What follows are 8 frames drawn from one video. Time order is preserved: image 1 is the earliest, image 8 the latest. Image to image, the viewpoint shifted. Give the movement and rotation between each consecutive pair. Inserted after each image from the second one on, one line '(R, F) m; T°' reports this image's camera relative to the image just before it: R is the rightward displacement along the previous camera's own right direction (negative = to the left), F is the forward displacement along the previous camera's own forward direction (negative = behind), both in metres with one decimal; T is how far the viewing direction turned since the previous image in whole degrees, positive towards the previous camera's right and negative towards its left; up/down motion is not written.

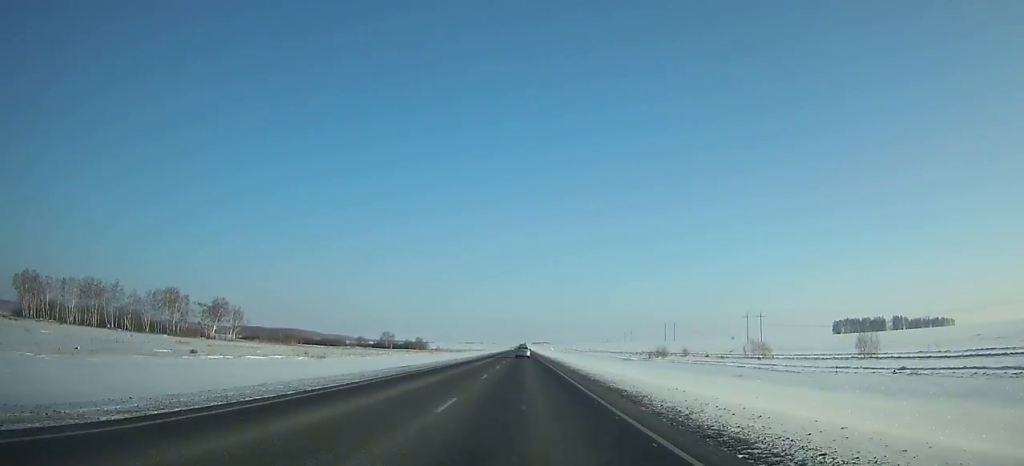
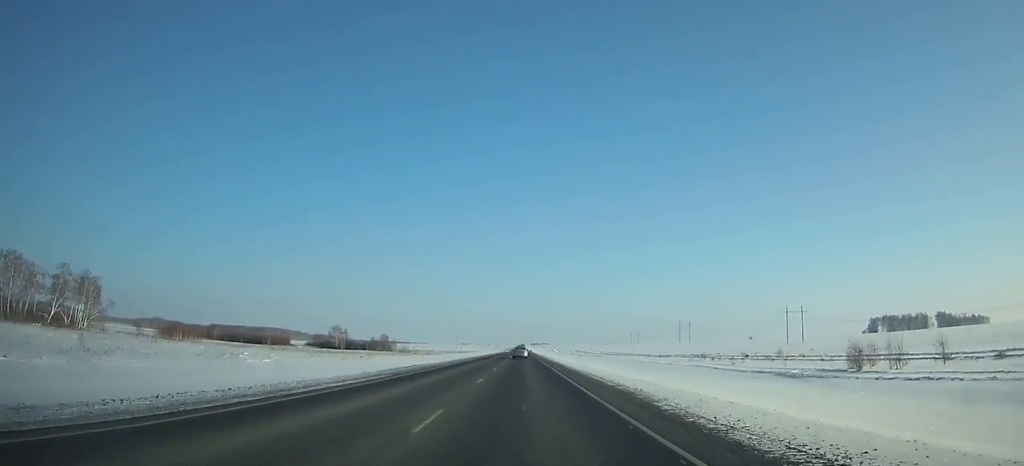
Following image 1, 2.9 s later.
(0.0, +85.3) m; 0°
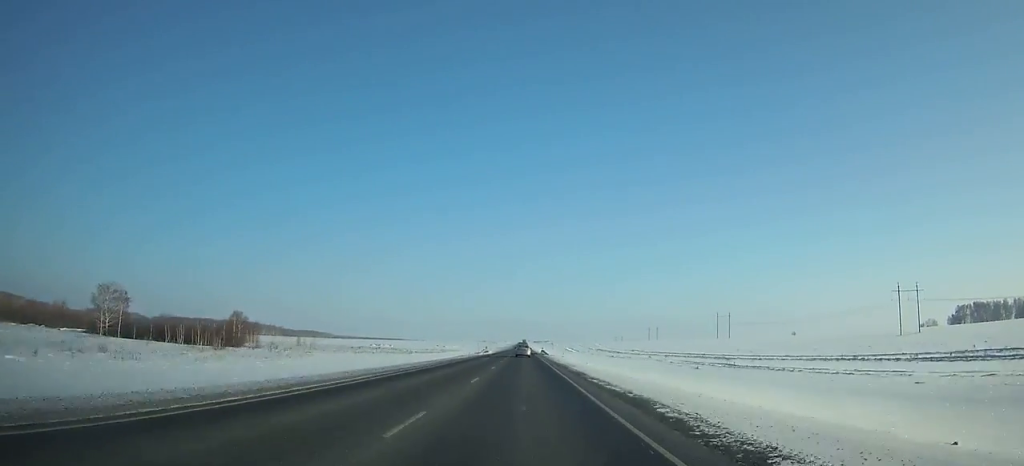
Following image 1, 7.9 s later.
(-0.1, +142.9) m; 0°
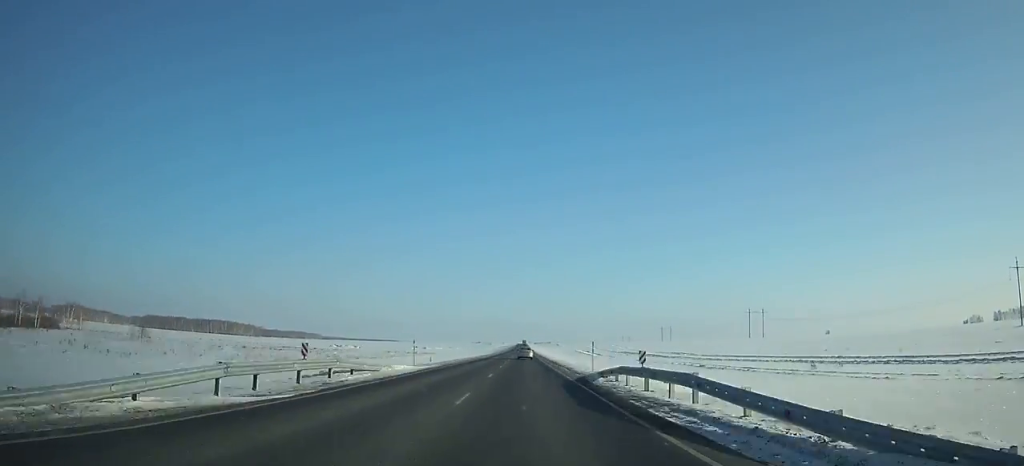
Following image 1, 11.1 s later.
(0.0, +89.3) m; 0°
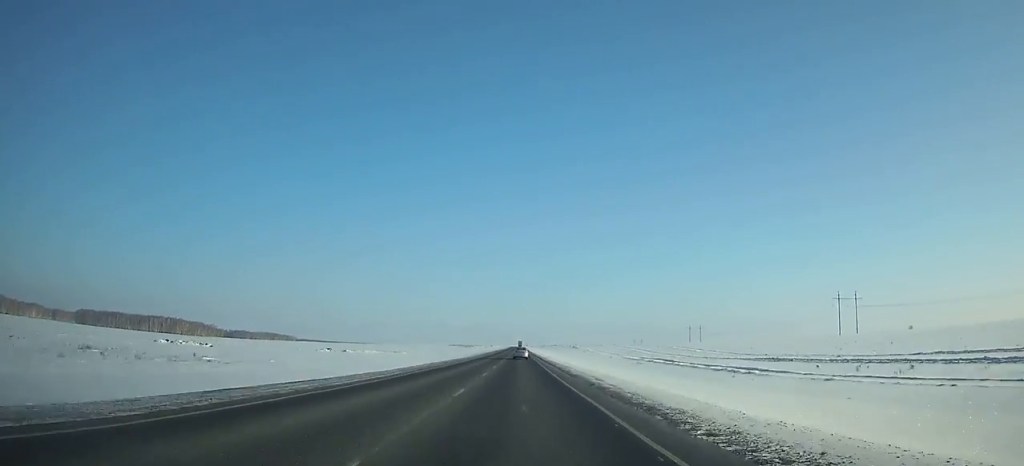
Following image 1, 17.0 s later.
(+0.4, +163.9) m; 0°
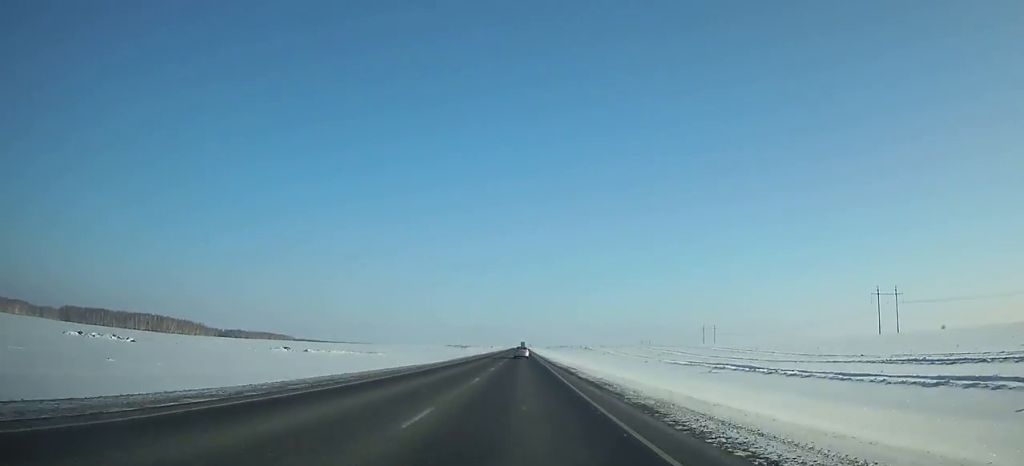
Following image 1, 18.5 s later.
(0.0, +41.9) m; 0°
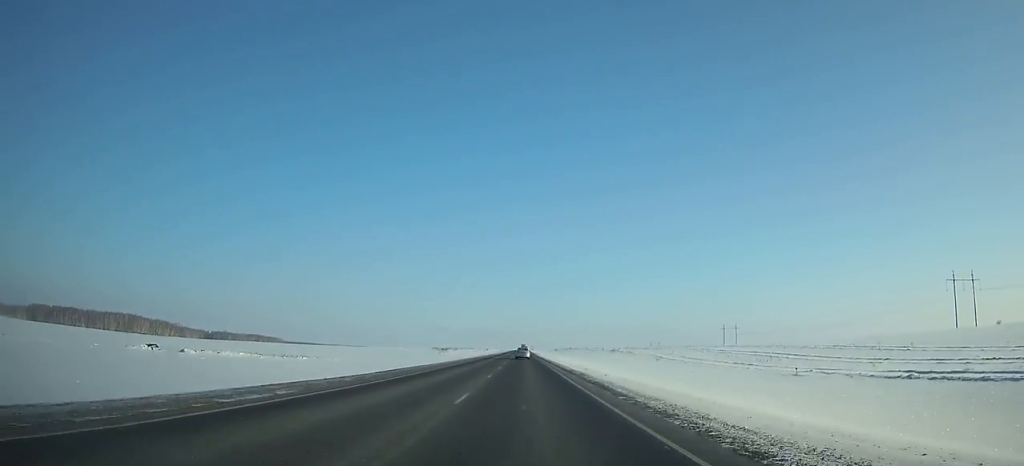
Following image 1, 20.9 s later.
(0.0, +67.2) m; 0°
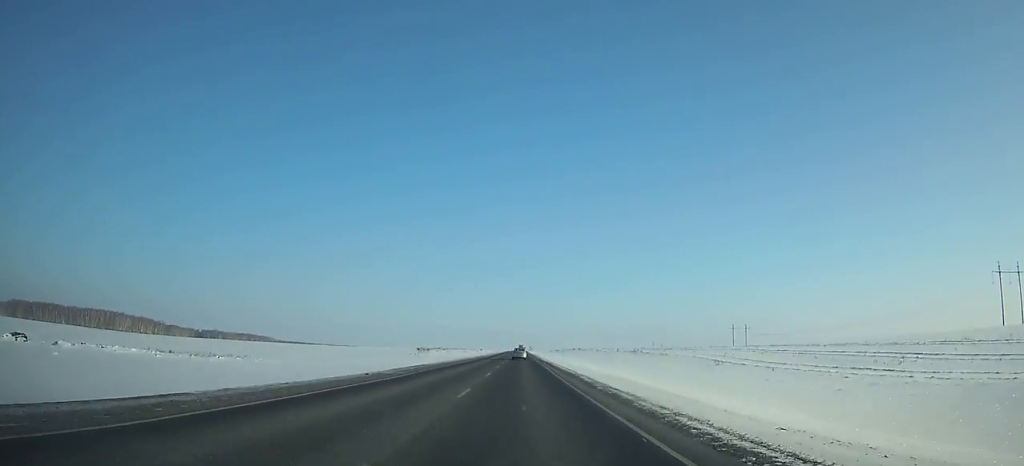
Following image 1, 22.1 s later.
(0.0, +33.8) m; 0°
